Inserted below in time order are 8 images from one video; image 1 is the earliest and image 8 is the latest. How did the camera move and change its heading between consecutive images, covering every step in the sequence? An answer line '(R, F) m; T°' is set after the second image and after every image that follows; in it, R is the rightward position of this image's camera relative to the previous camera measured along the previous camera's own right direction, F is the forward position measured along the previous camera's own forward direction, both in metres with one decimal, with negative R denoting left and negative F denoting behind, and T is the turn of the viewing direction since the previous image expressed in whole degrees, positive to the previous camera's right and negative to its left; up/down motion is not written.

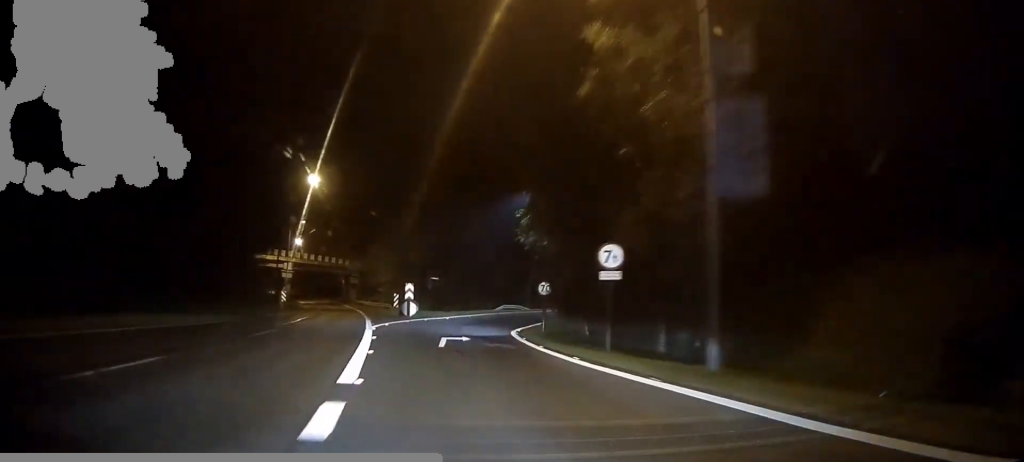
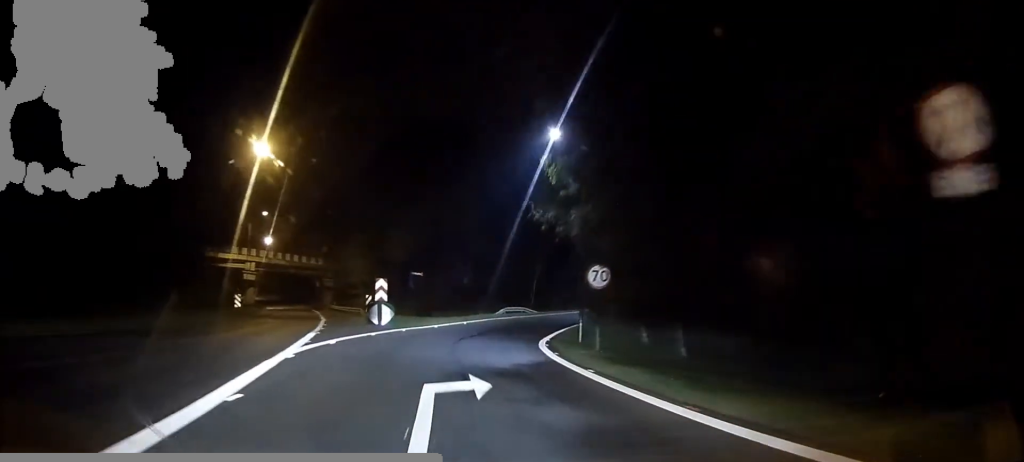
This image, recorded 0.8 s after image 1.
(0.0, +13.7) m; 0°
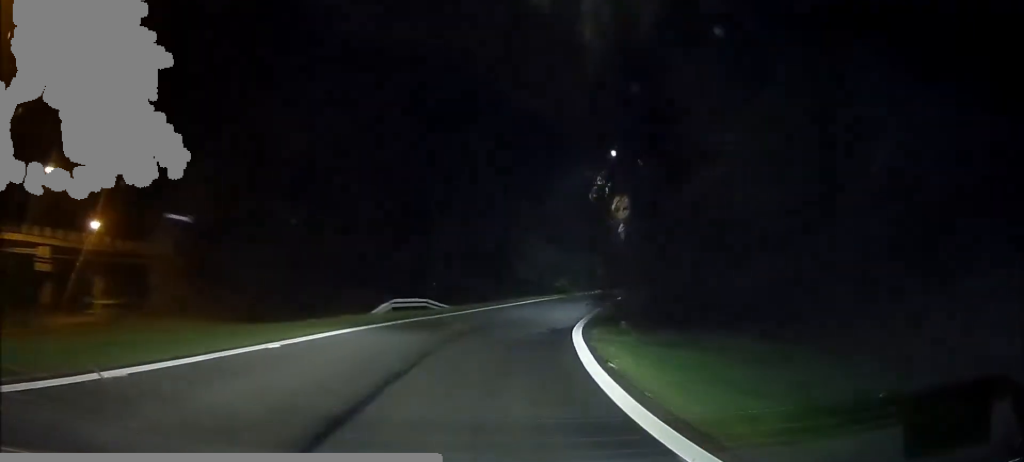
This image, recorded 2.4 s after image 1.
(0.0, +28.3) m; +4°
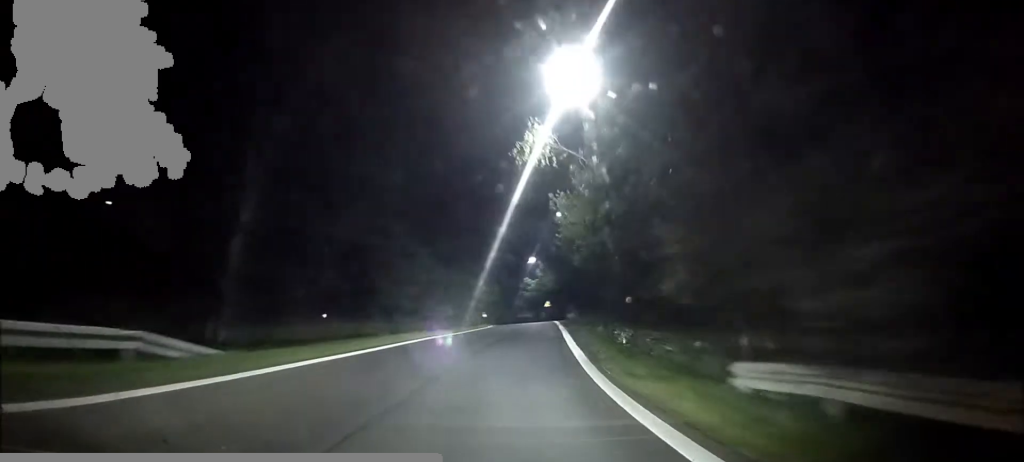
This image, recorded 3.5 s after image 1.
(+1.9, +19.1) m; +12°
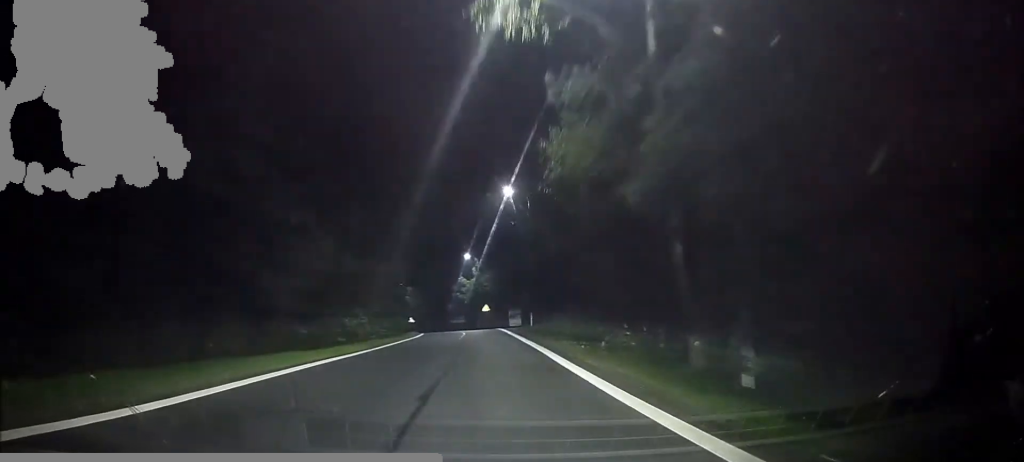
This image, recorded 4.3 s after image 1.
(+1.3, +13.0) m; +5°
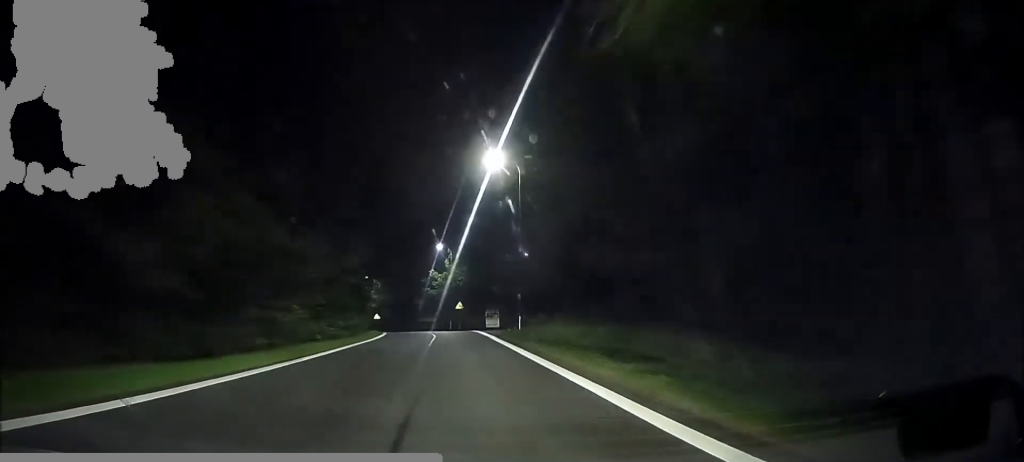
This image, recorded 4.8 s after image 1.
(0.0, +9.0) m; -2°
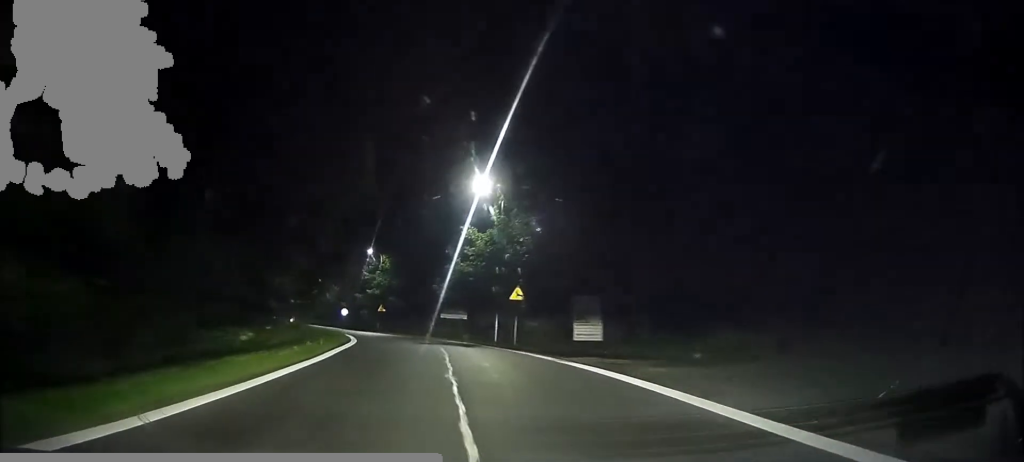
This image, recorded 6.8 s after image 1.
(-2.2, +32.0) m; -6°
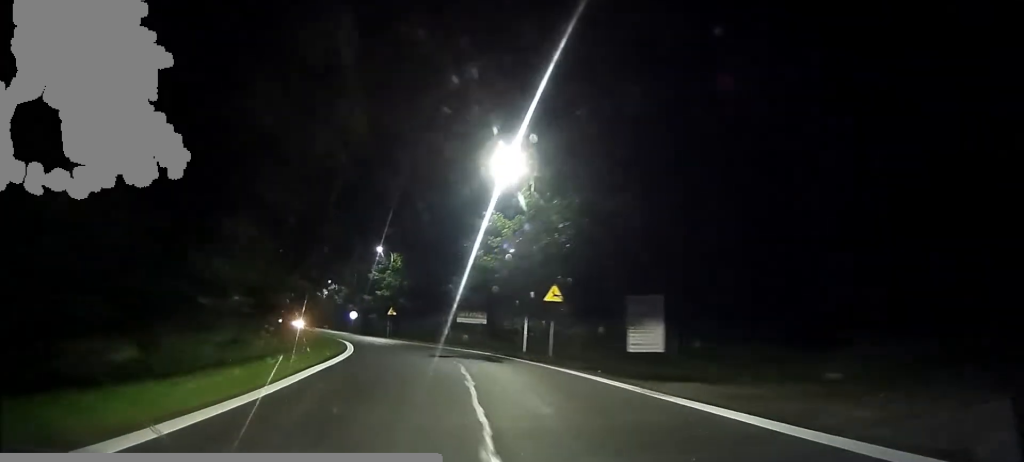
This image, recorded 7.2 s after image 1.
(0.0, +6.4) m; -1°
